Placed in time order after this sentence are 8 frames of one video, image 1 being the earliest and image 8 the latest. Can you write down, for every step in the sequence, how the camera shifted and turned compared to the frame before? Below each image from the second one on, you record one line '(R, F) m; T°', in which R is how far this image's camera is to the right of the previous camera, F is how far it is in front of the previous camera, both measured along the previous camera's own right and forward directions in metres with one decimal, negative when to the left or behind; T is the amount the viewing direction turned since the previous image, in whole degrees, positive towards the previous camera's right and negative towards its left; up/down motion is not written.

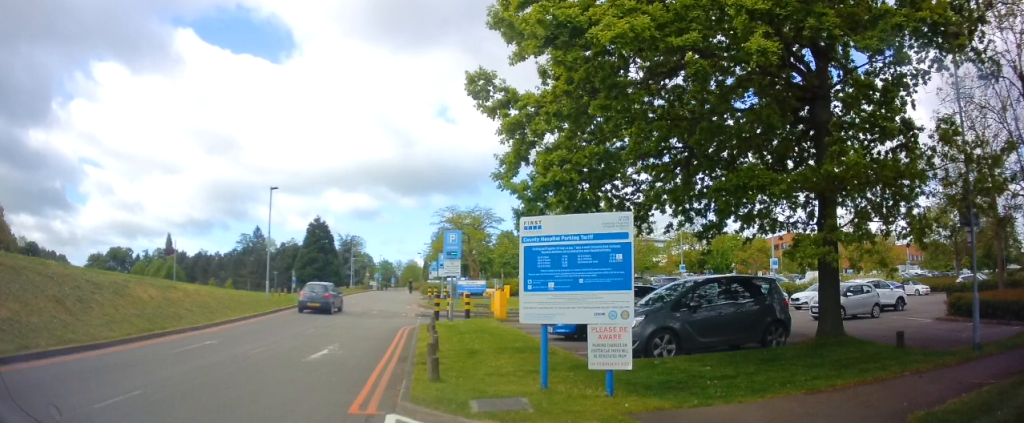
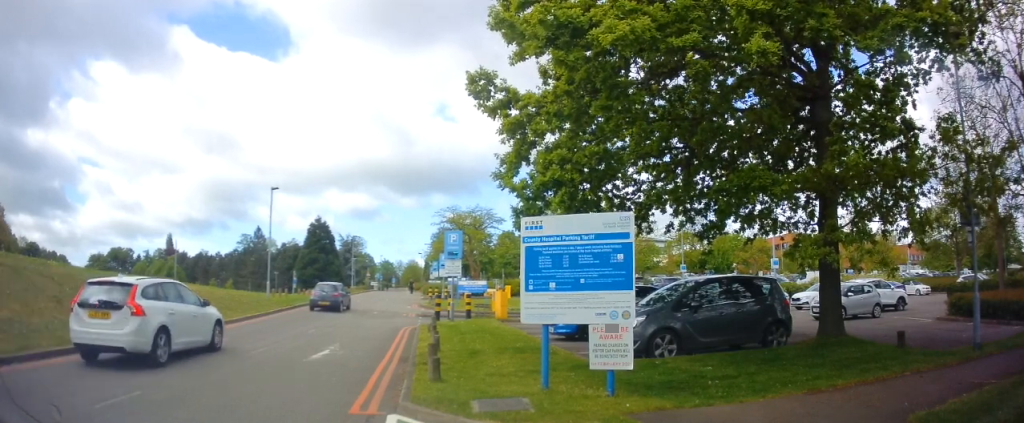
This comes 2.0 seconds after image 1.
(0.0, 0.0) m; 0°
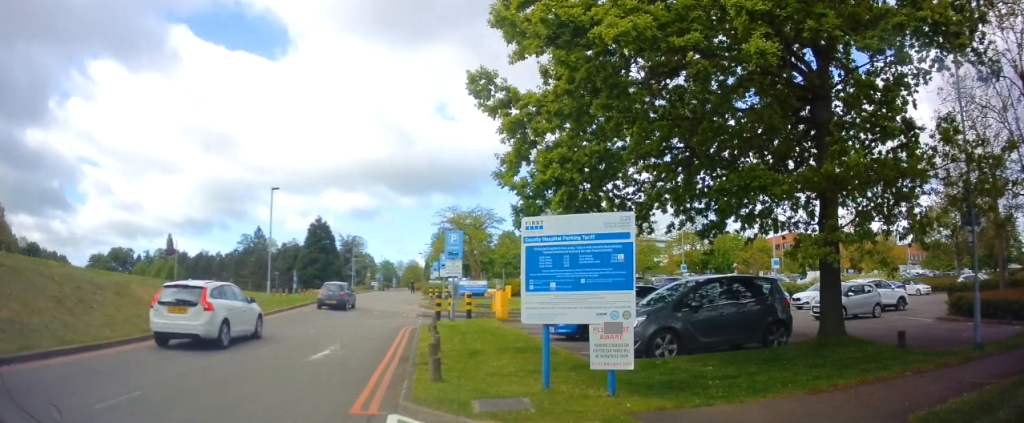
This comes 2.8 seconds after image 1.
(0.0, 0.0) m; 0°
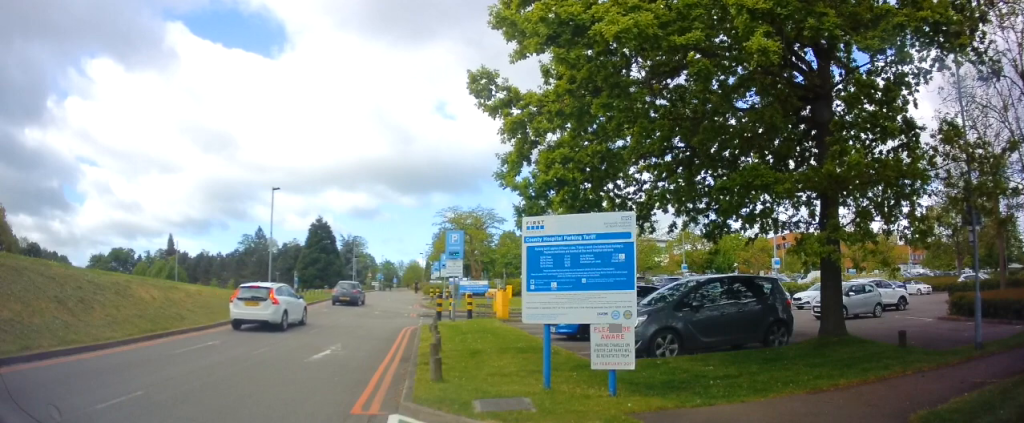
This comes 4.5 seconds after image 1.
(0.0, 0.0) m; 0°
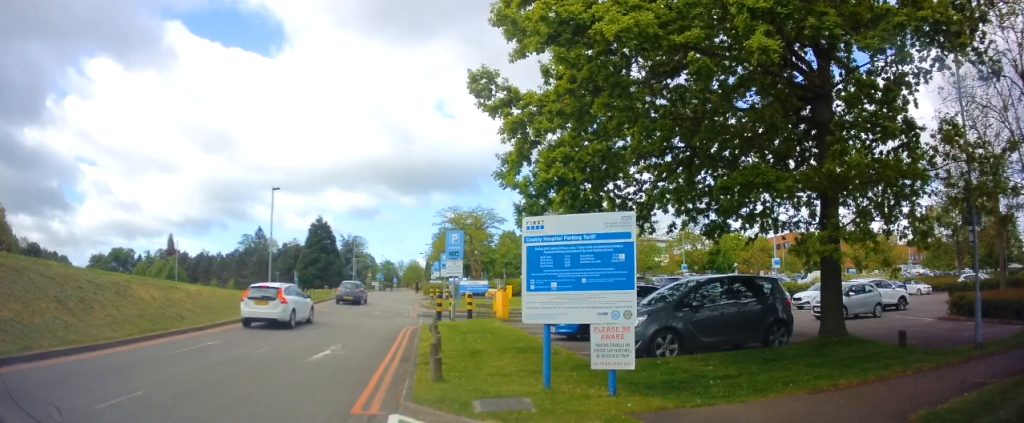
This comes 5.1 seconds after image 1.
(0.0, 0.0) m; 0°
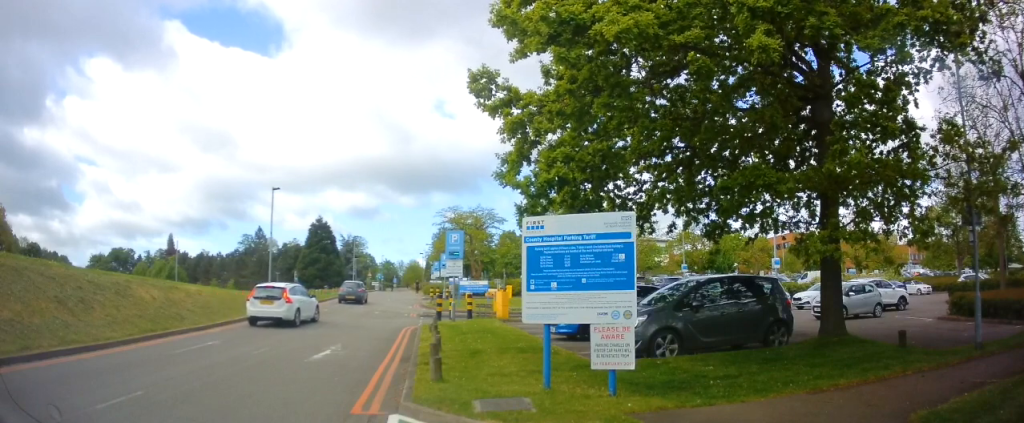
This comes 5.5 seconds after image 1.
(0.0, 0.0) m; 0°
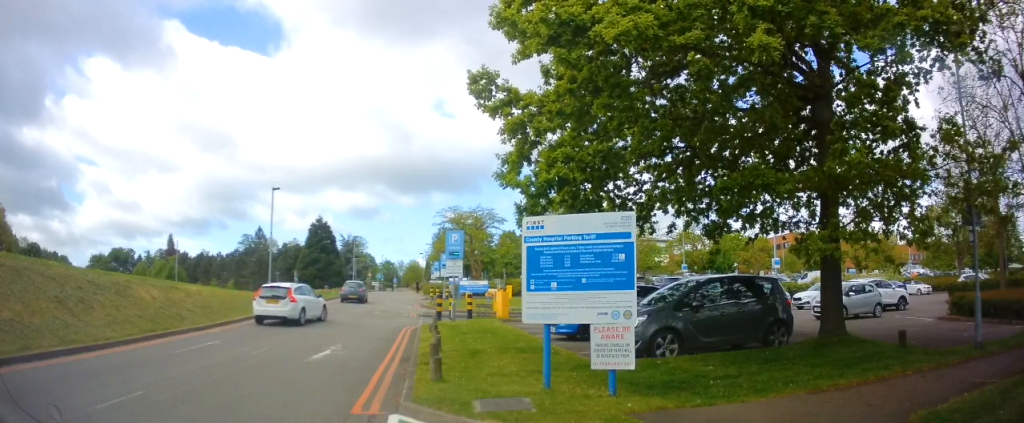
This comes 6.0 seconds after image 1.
(0.0, 0.0) m; 0°
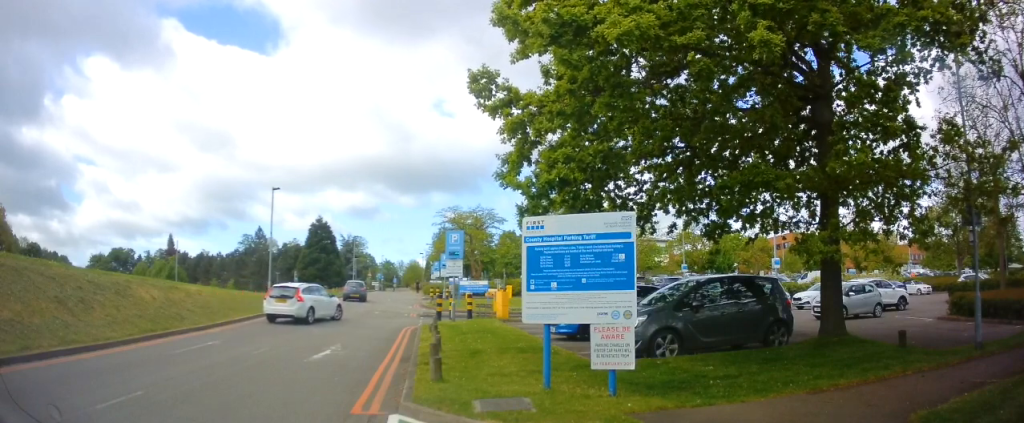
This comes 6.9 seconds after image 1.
(0.0, 0.0) m; 0°
